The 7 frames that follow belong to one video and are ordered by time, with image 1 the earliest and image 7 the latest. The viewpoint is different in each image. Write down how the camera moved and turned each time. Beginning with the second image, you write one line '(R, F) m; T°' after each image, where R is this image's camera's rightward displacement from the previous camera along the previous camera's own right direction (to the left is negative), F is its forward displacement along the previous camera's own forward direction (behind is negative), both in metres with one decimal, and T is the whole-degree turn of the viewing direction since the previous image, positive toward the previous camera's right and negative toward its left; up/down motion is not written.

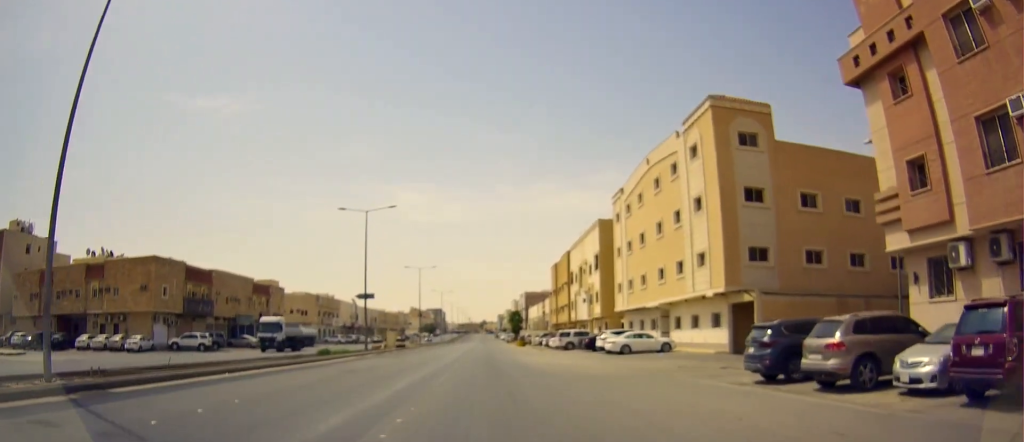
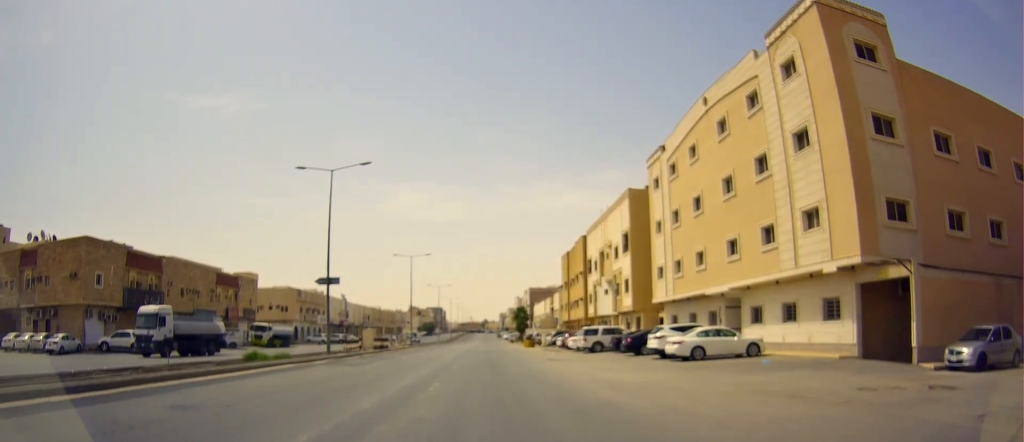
(+1.0, +13.3) m; +4°
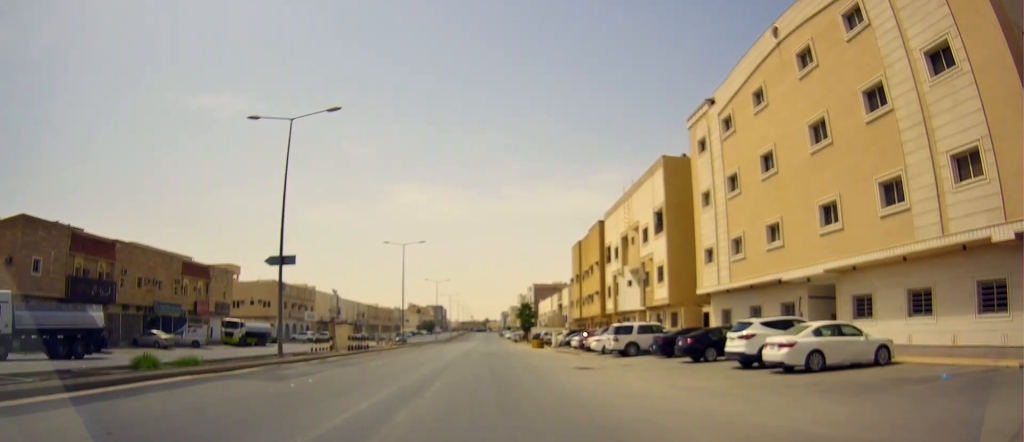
(-0.1, +10.0) m; -3°
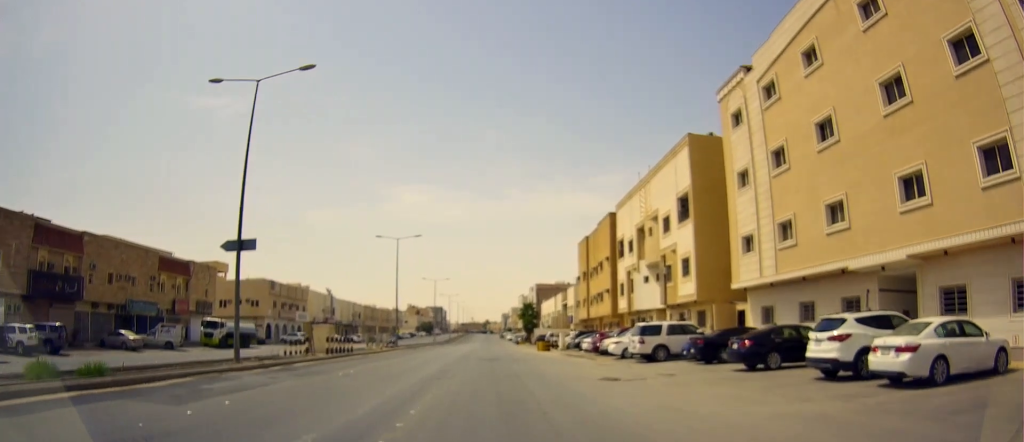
(-0.3, +5.6) m; -1°
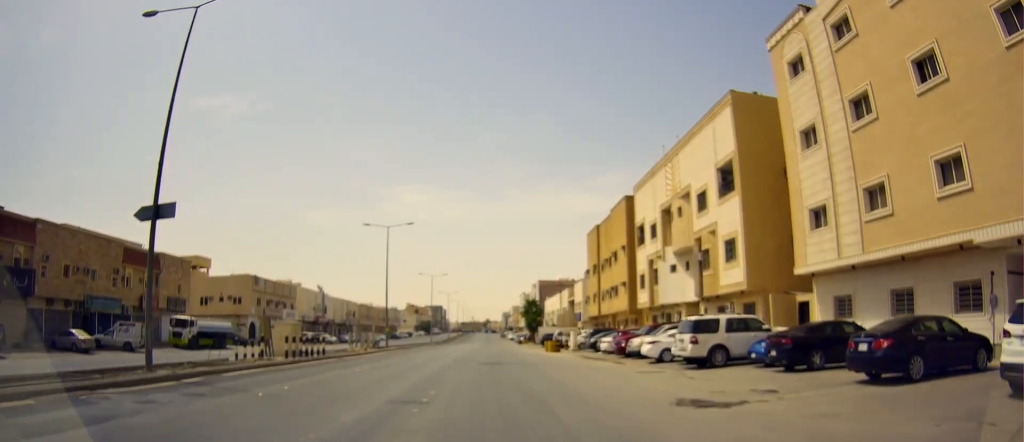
(0.0, +7.1) m; +2°
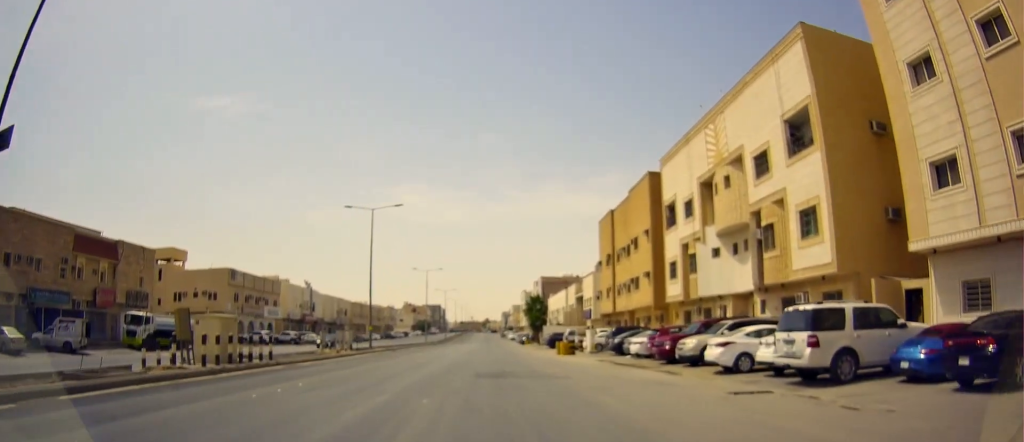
(+0.2, +8.3) m; -1°
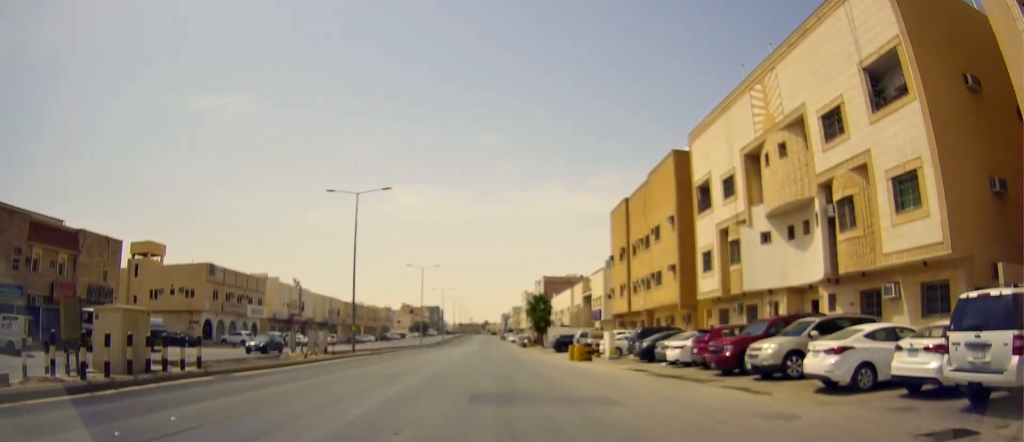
(-0.2, +6.7) m; -1°
